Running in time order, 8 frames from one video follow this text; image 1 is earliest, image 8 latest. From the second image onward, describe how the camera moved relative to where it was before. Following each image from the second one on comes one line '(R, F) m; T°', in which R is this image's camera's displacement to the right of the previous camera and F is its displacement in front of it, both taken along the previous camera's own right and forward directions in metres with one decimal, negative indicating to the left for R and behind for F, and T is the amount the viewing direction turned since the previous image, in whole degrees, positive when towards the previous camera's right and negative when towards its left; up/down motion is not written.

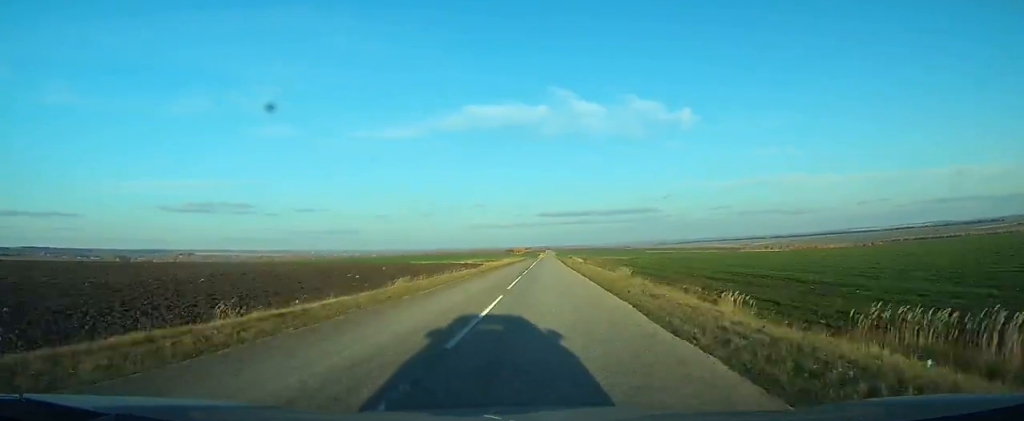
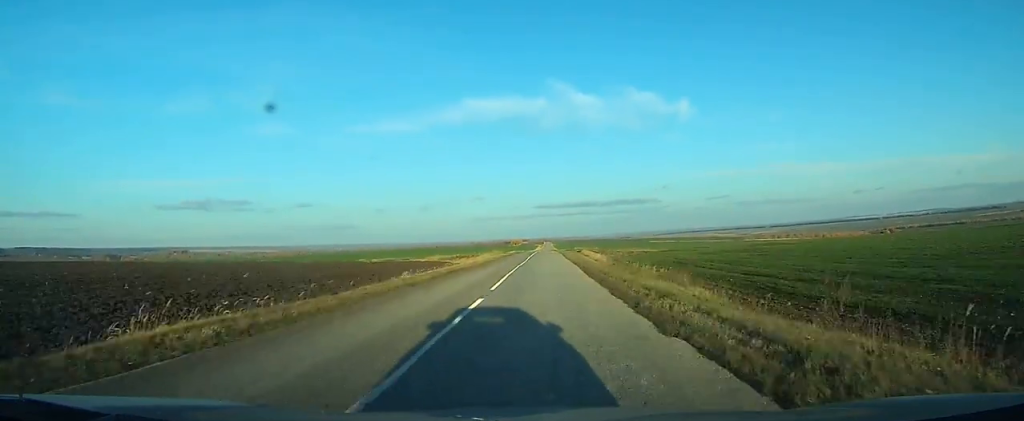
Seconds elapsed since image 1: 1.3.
(0.0, +37.4) m; 0°
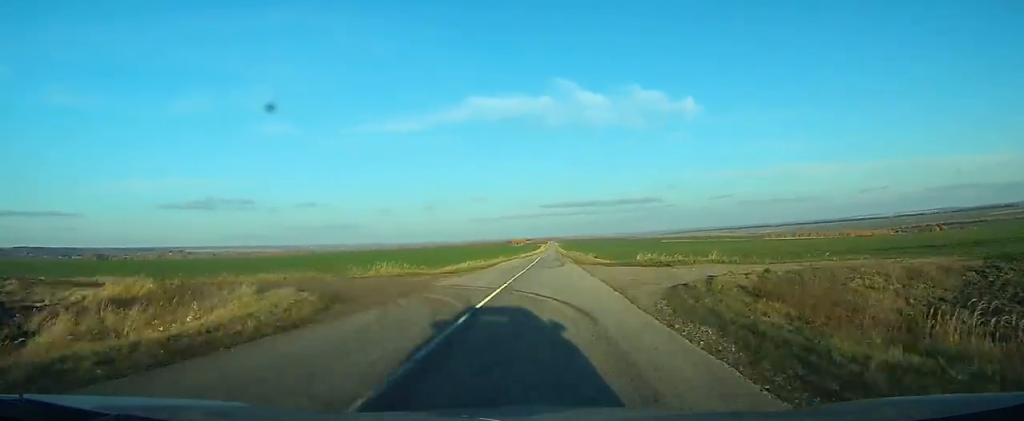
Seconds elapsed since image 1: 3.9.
(0.0, +71.9) m; 0°
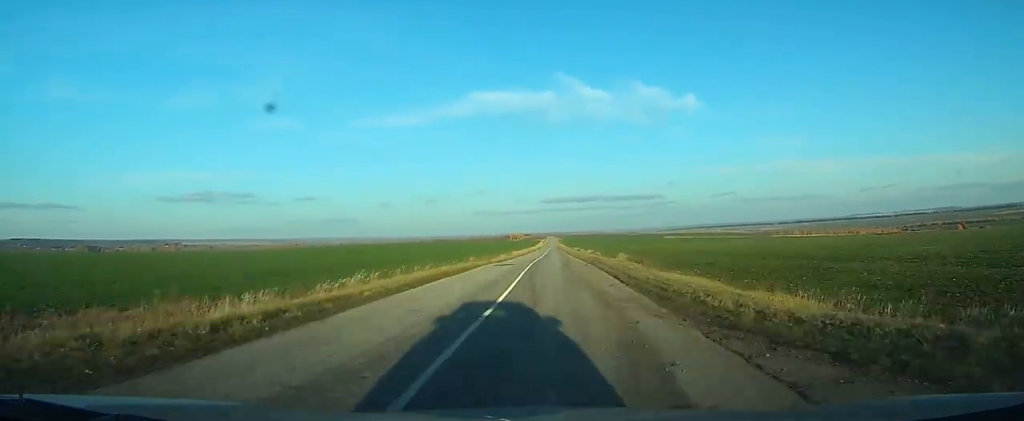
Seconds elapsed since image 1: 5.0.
(0.0, +34.0) m; 0°
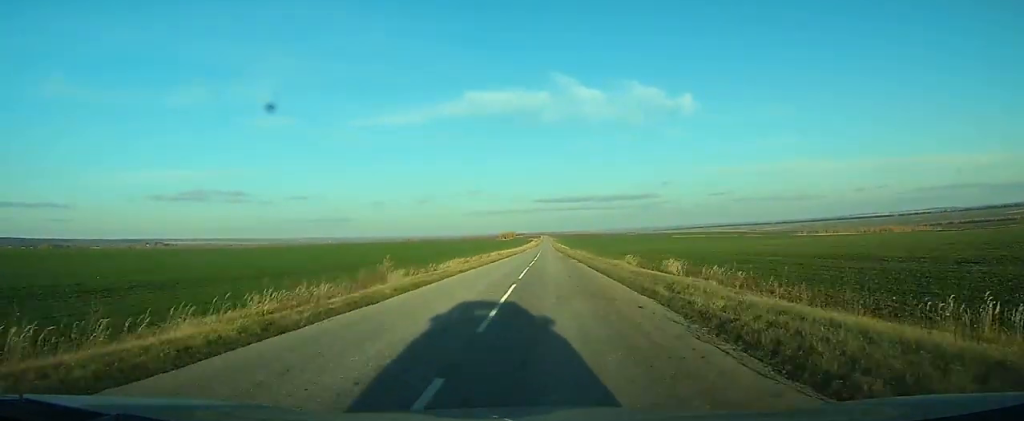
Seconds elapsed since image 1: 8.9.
(+0.2, +114.4) m; 0°
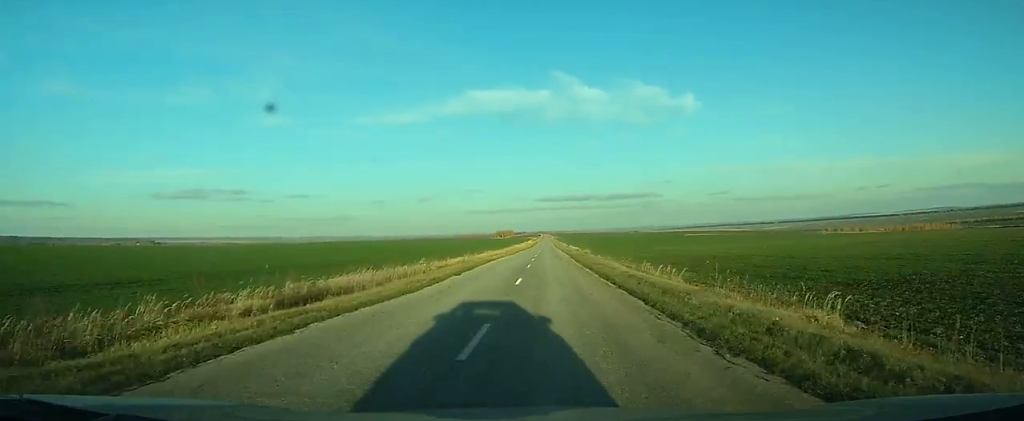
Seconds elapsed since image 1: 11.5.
(+0.1, +70.5) m; 0°
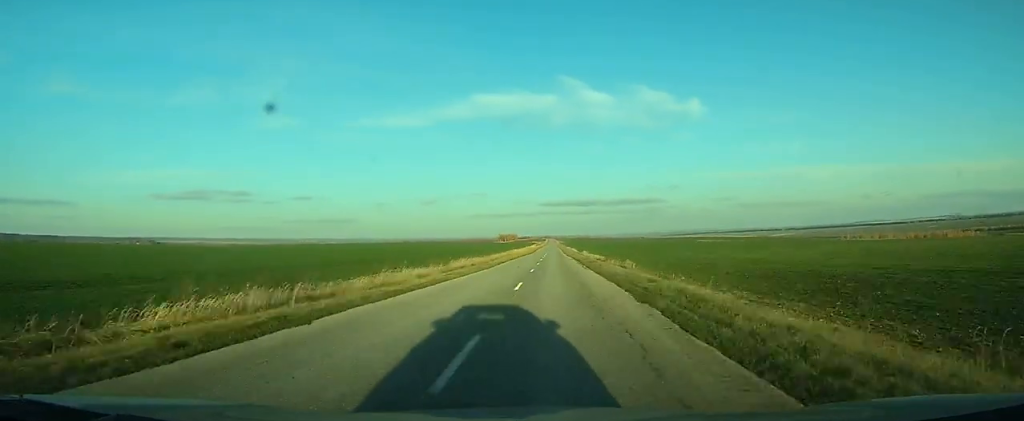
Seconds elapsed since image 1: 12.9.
(-0.1, +35.6) m; 0°
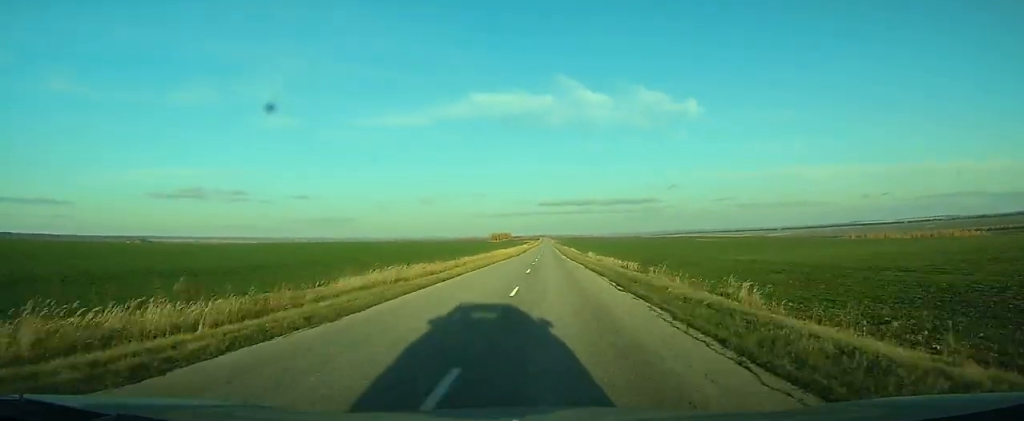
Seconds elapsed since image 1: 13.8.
(0.0, +26.3) m; 0°
